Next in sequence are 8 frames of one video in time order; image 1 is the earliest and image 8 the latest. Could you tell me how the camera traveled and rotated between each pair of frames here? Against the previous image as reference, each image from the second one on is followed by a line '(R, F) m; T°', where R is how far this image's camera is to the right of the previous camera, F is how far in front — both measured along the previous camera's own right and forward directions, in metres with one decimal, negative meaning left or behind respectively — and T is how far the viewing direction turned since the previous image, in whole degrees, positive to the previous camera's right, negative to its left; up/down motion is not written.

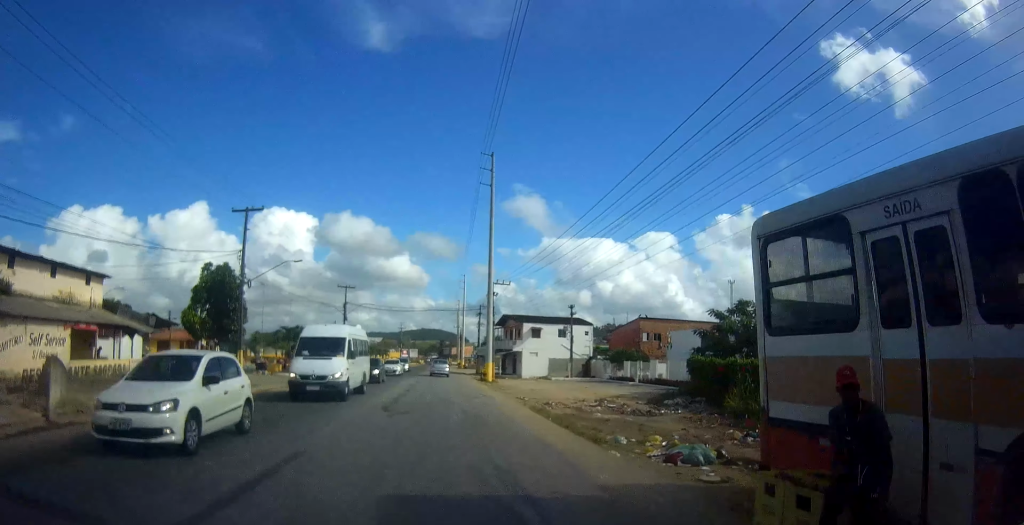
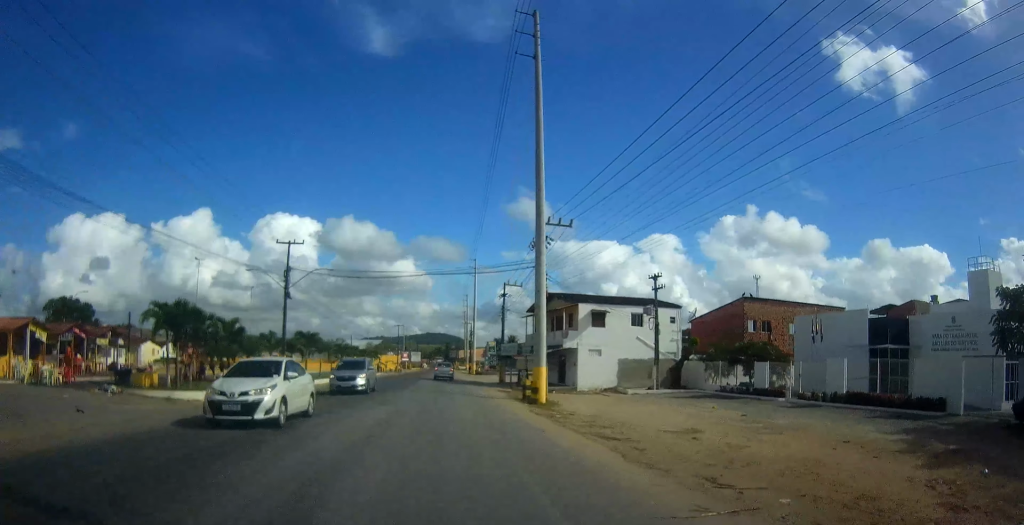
(-0.3, +27.1) m; -1°
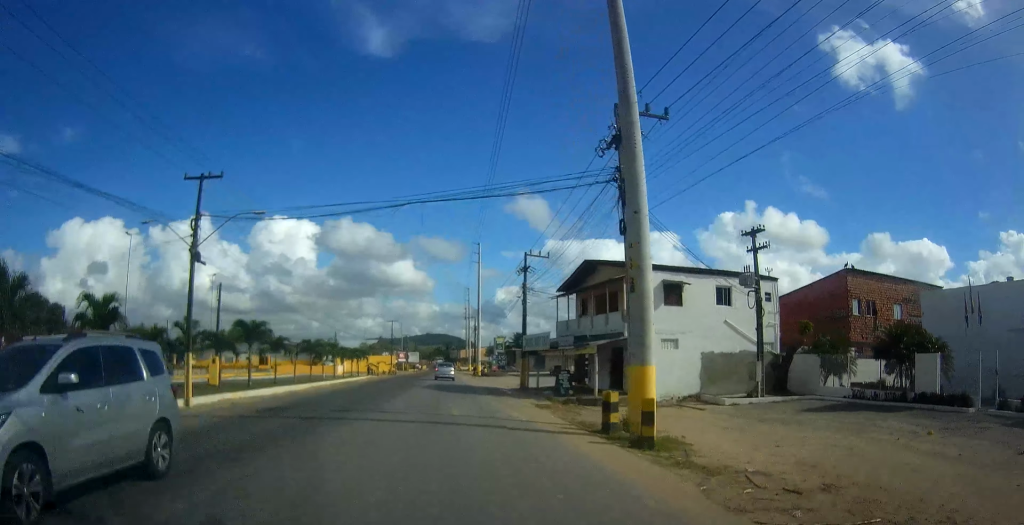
(+0.2, +15.1) m; -1°
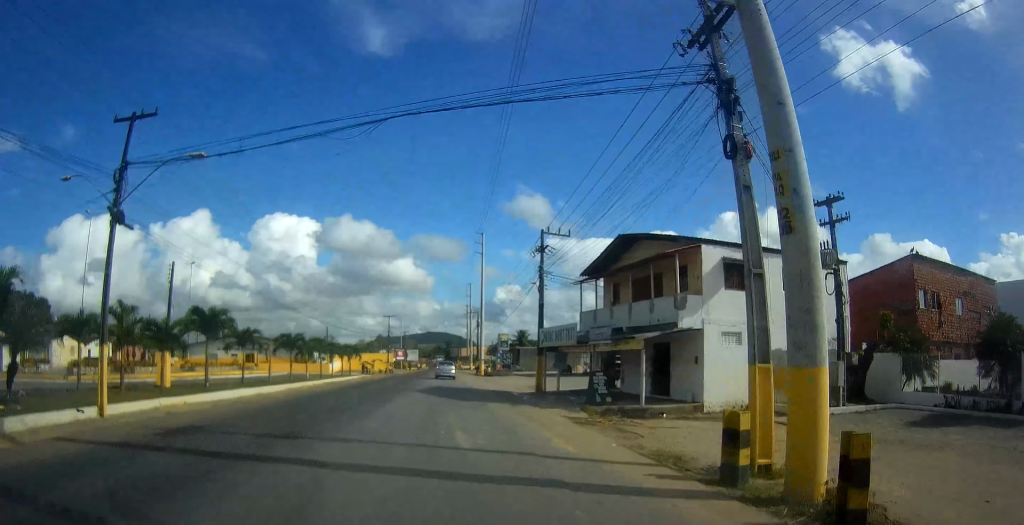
(-0.2, +6.8) m; -1°
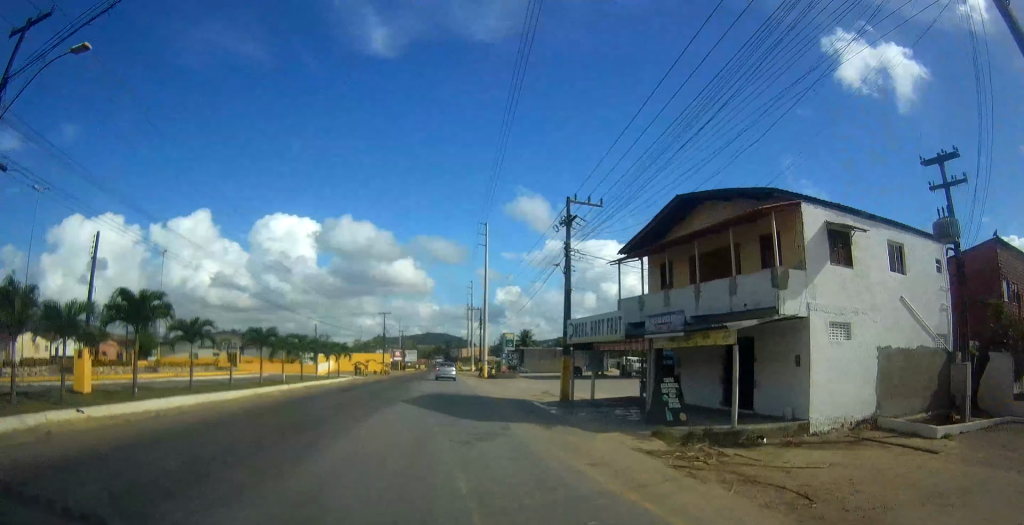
(-0.1, +7.4) m; 0°
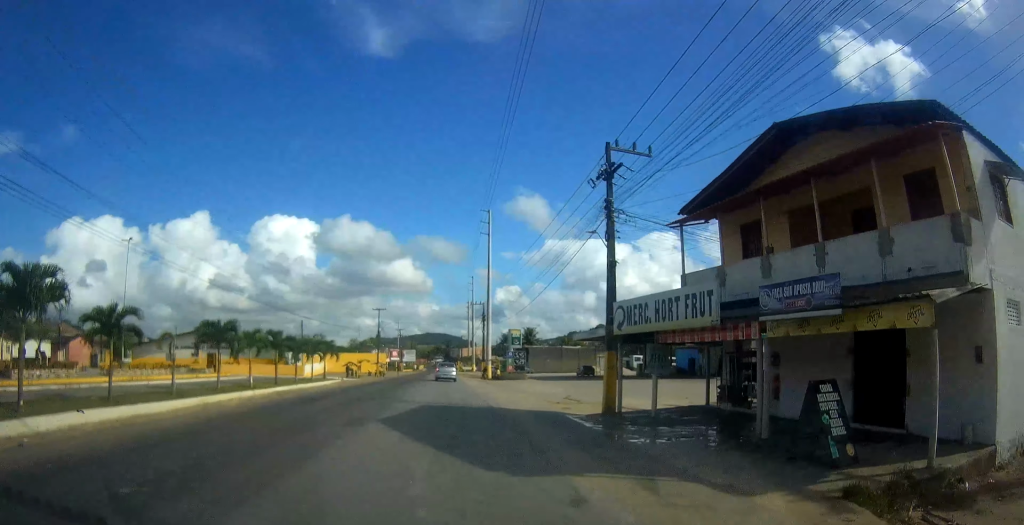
(0.0, +7.3) m; +1°
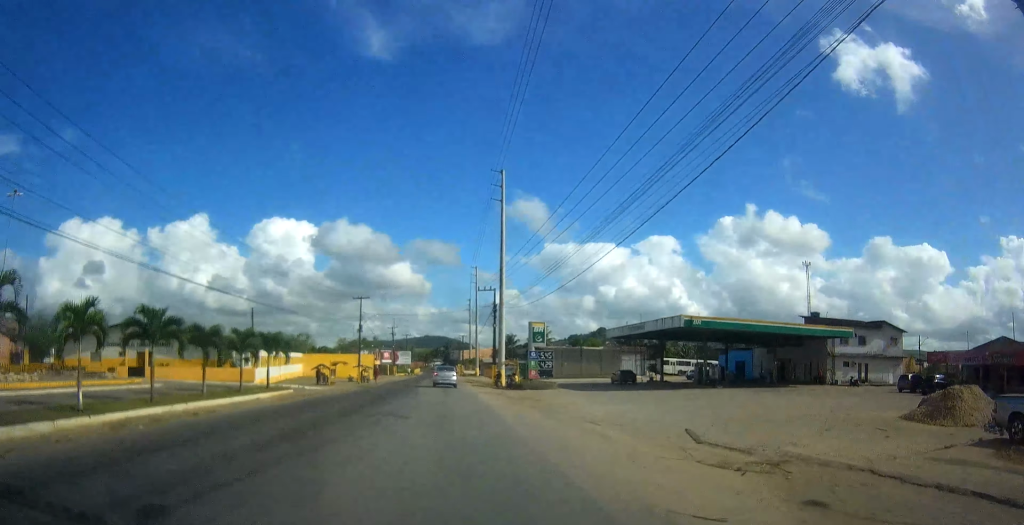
(+0.4, +18.0) m; 0°
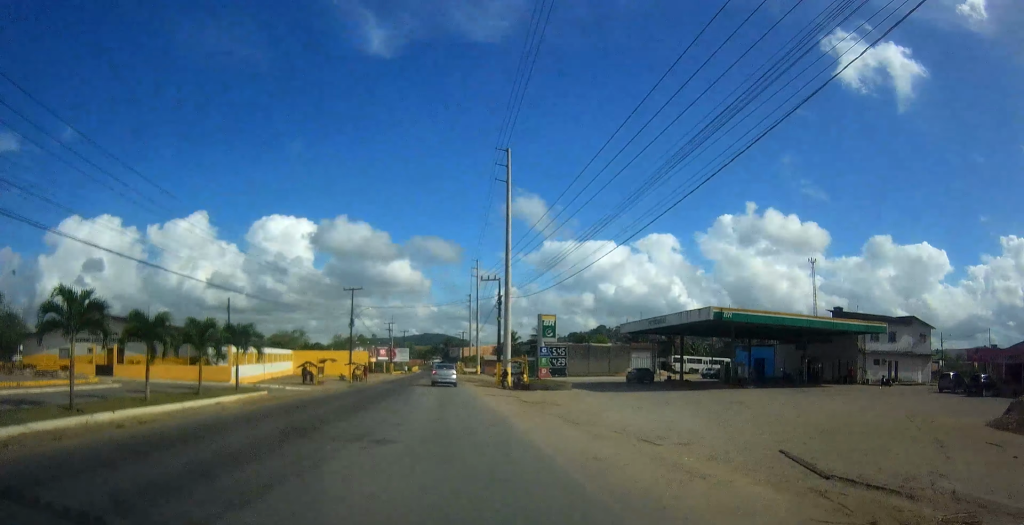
(-0.1, +5.9) m; 0°
